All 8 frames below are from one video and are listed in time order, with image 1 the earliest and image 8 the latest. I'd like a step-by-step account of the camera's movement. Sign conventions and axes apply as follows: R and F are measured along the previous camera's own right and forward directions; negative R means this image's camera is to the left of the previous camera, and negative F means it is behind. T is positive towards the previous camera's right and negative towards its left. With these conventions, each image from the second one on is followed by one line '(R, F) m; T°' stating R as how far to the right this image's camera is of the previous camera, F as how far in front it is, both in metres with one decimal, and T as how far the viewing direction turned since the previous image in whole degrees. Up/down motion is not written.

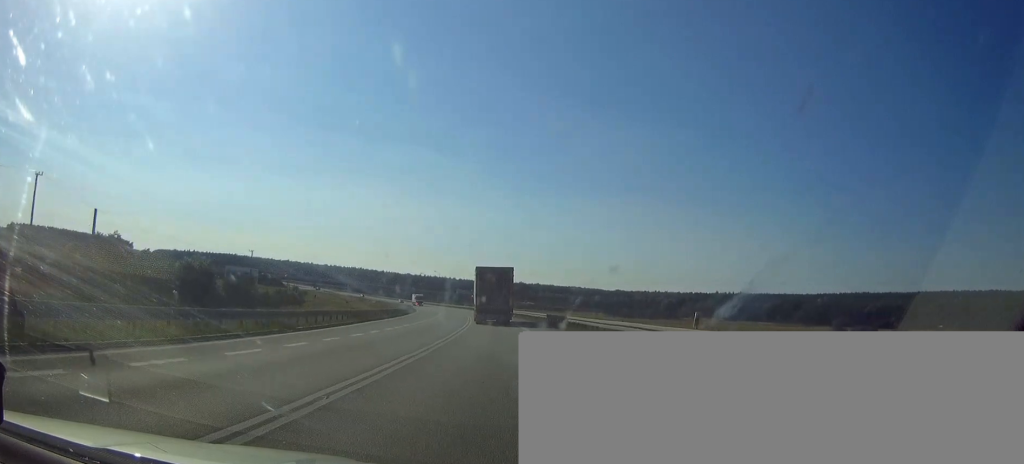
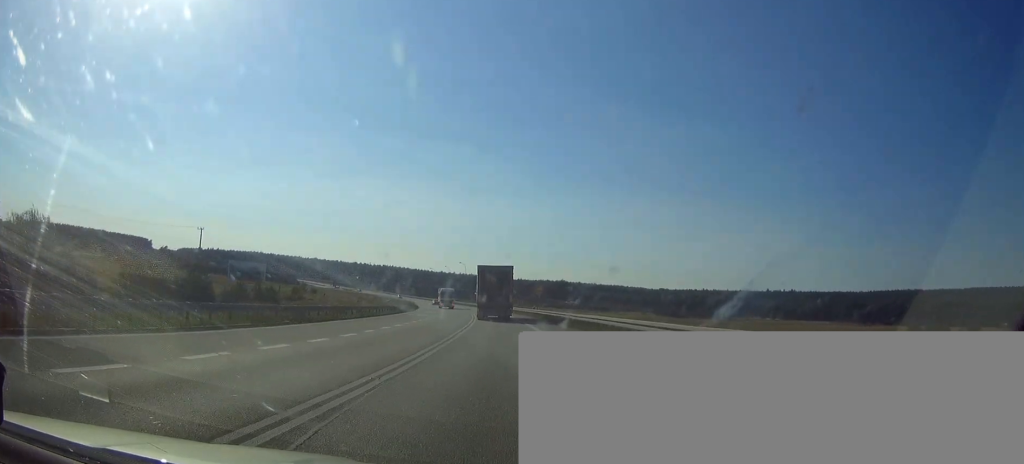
(-2.2, +46.1) m; -3°
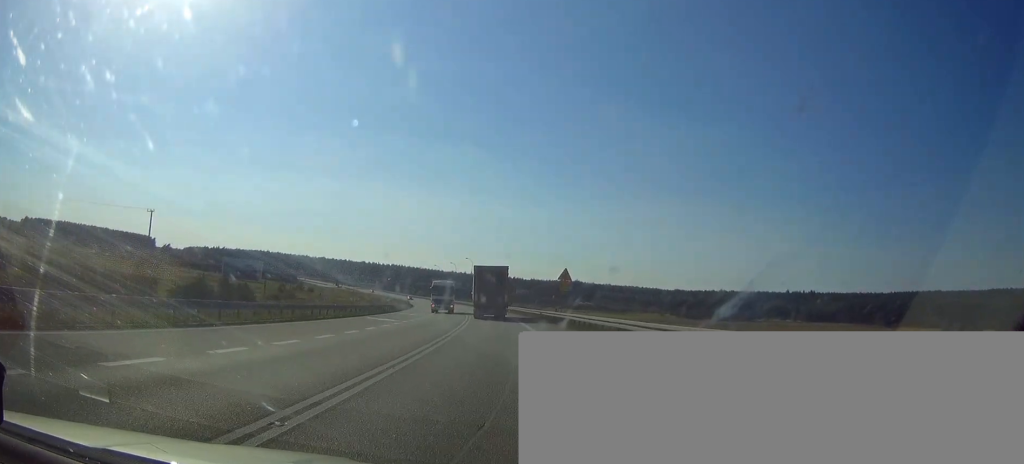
(0.0, +22.7) m; 0°
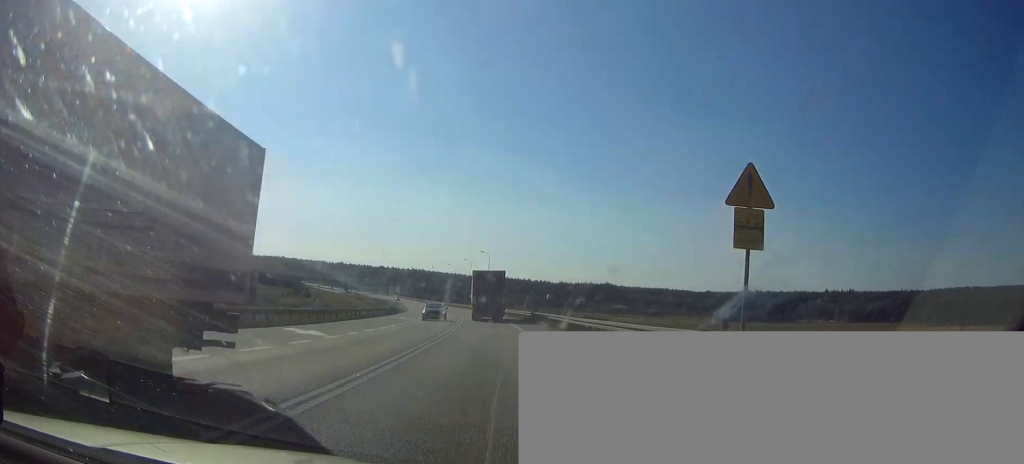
(0.0, +37.6) m; 0°
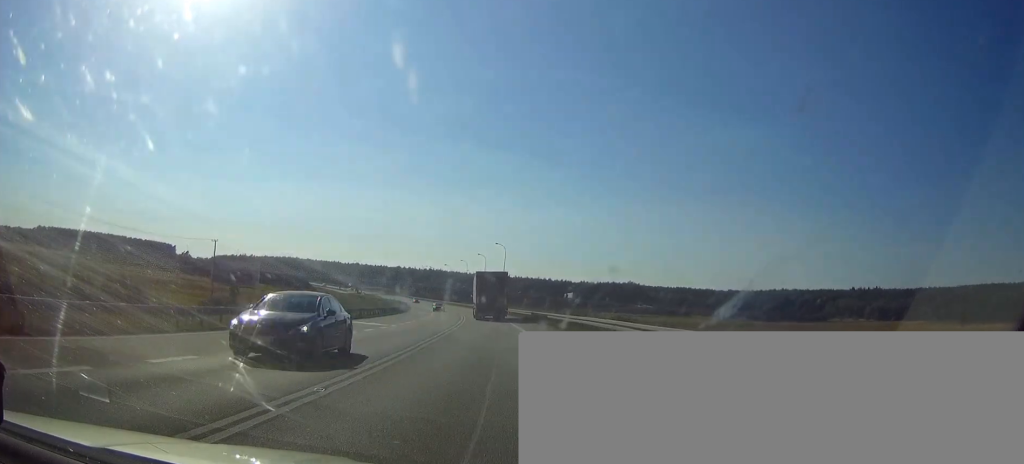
(0.0, +20.4) m; -1°
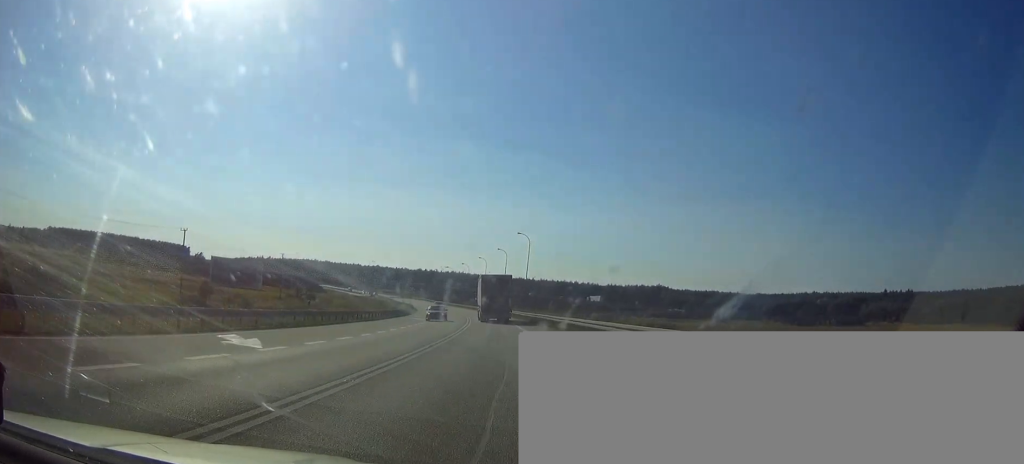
(-0.4, +22.7) m; -3°
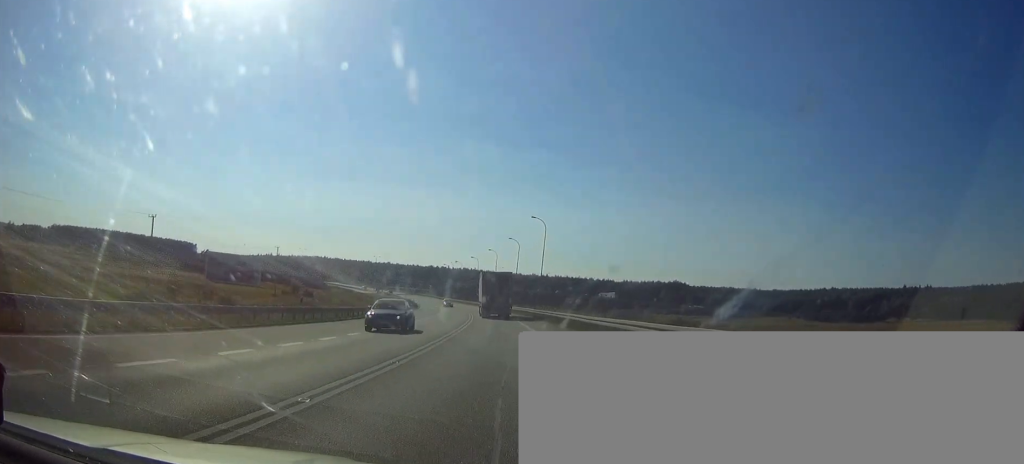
(-0.4, +14.9) m; -2°
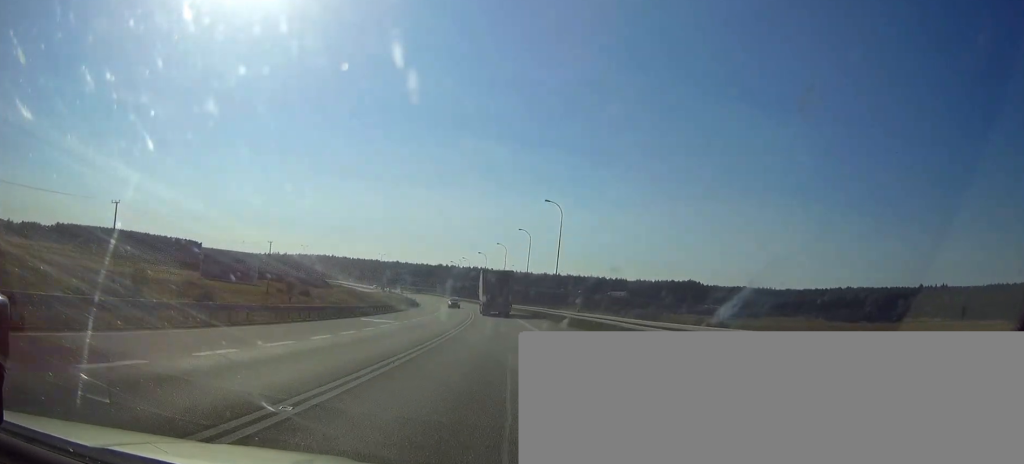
(-0.1, +13.3) m; -1°
